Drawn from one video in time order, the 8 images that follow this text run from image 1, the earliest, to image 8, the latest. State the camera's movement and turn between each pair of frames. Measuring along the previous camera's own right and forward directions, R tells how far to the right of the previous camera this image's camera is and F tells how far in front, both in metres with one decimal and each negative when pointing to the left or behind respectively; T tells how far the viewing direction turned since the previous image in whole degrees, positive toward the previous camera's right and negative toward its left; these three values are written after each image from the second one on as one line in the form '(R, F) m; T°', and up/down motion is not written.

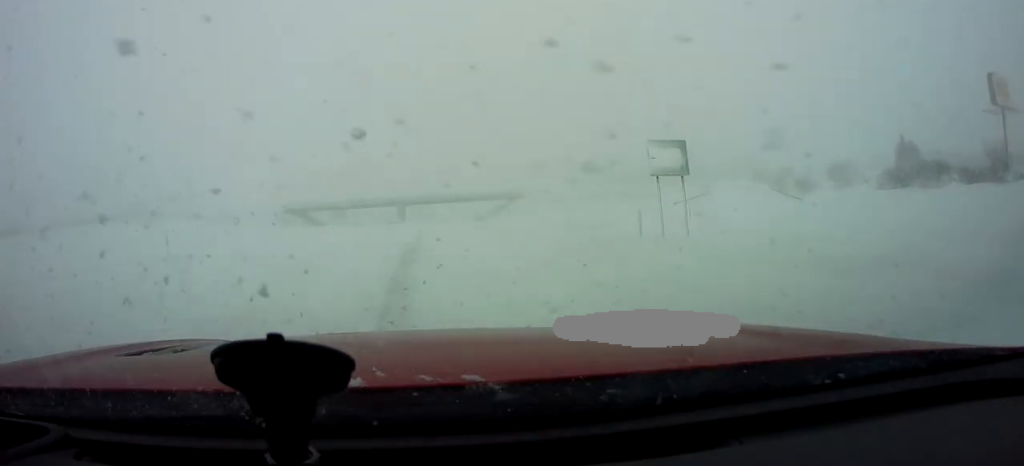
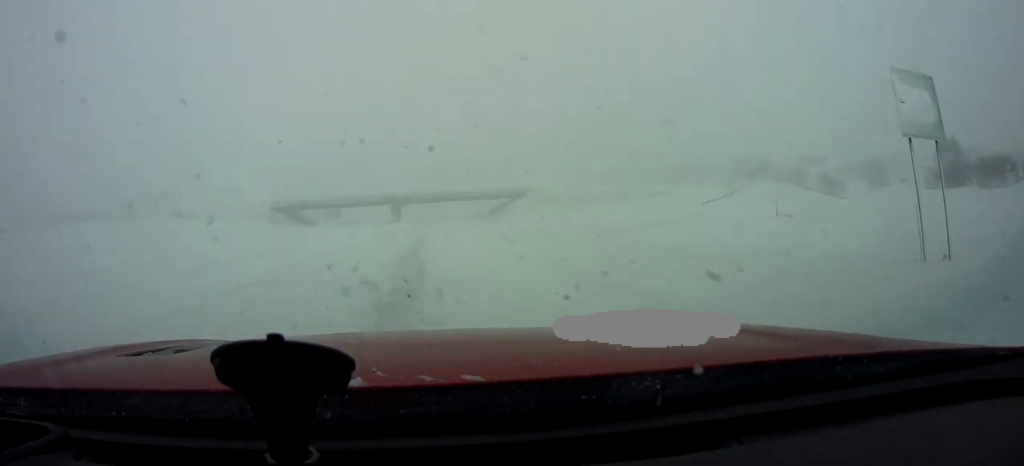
(0.0, +10.3) m; 0°
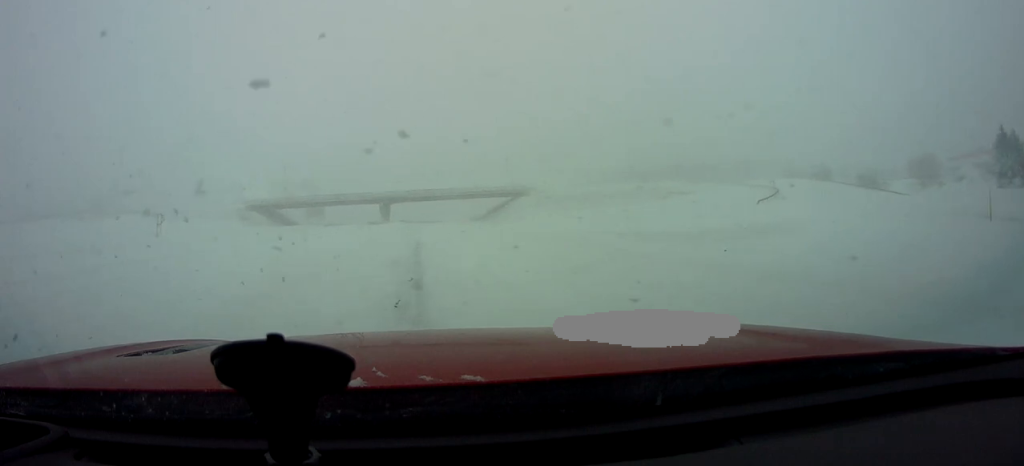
(-0.2, +14.3) m; -2°
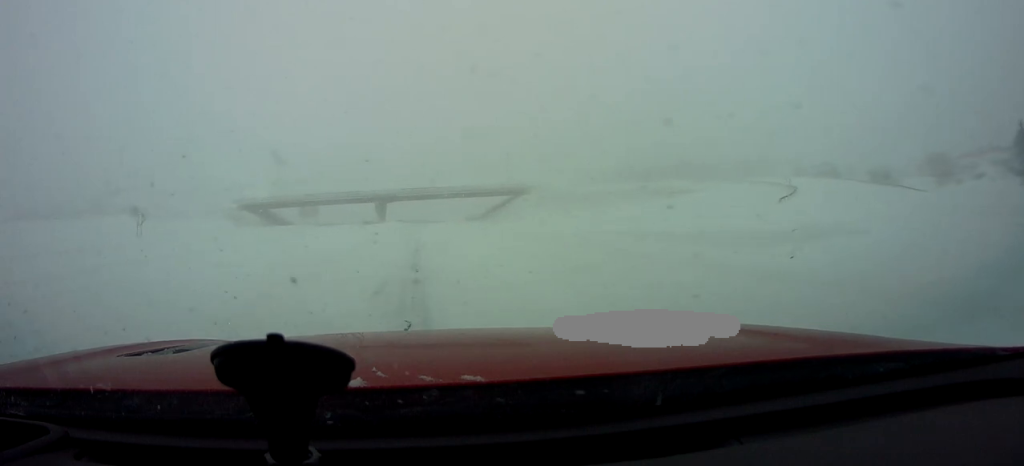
(-0.3, +4.5) m; 0°
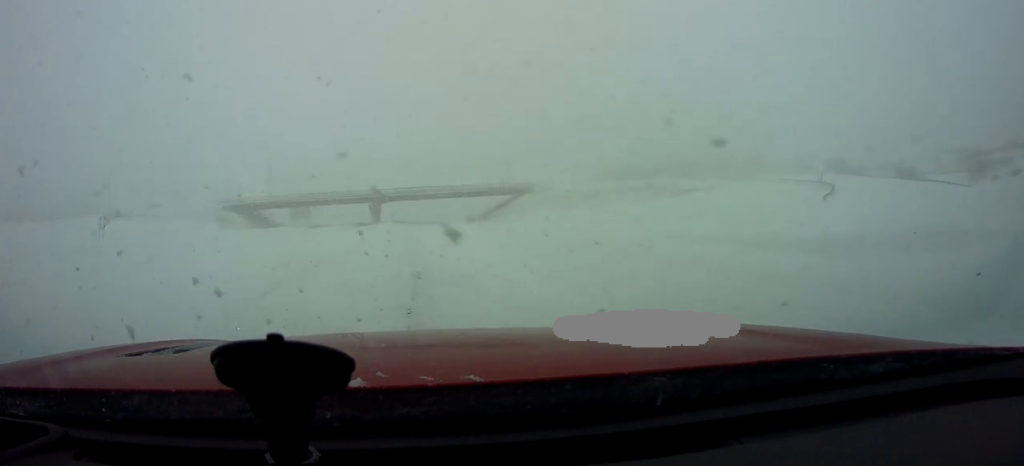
(+0.1, +7.8) m; +1°
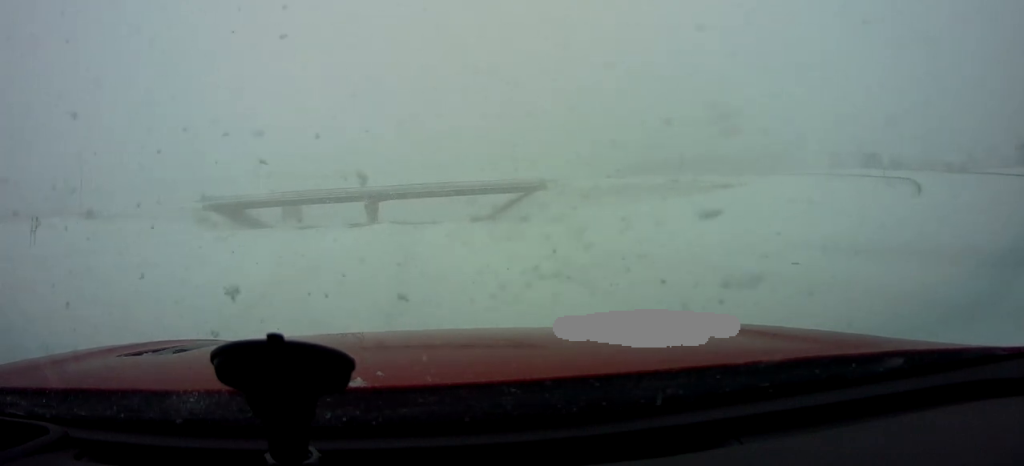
(+0.4, +11.8) m; +2°
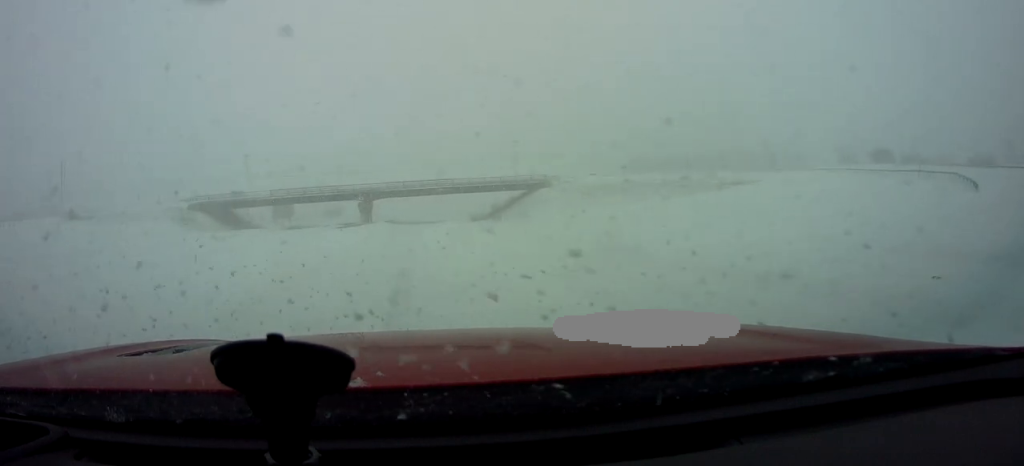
(0.0, +6.1) m; 0°
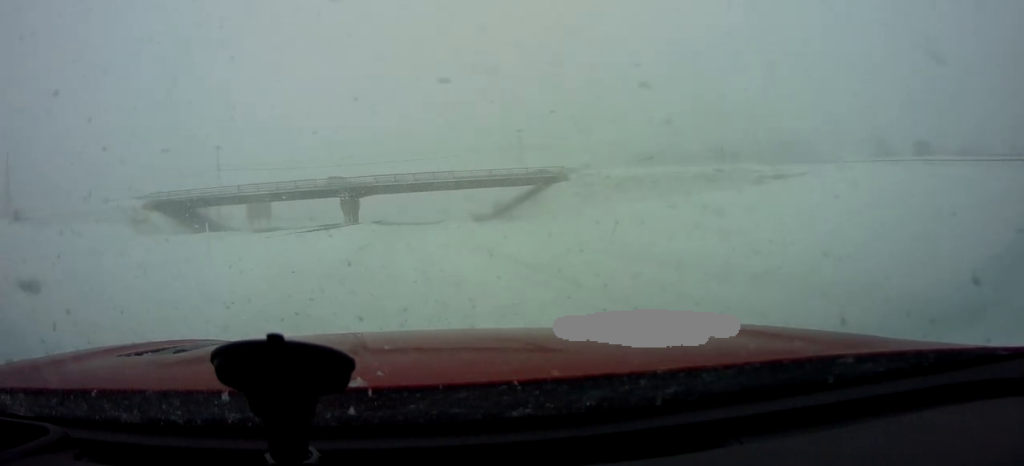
(-0.5, +16.2) m; 0°
